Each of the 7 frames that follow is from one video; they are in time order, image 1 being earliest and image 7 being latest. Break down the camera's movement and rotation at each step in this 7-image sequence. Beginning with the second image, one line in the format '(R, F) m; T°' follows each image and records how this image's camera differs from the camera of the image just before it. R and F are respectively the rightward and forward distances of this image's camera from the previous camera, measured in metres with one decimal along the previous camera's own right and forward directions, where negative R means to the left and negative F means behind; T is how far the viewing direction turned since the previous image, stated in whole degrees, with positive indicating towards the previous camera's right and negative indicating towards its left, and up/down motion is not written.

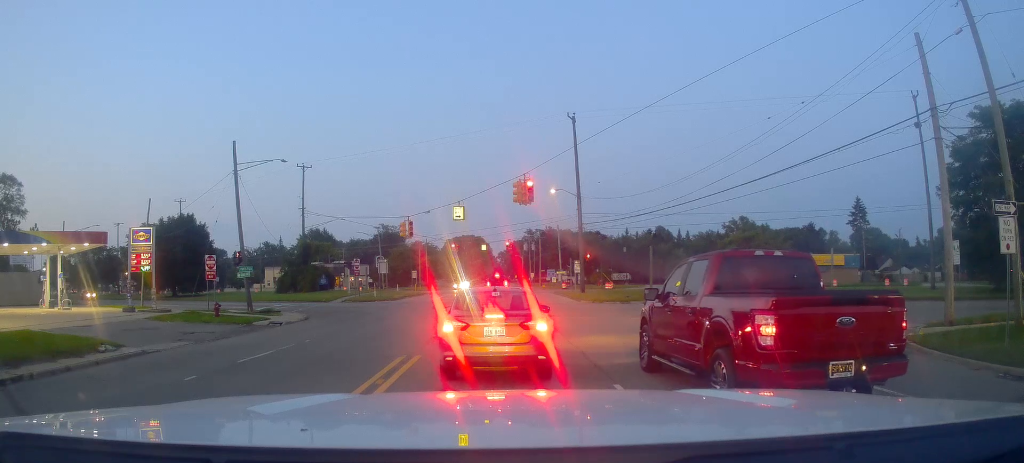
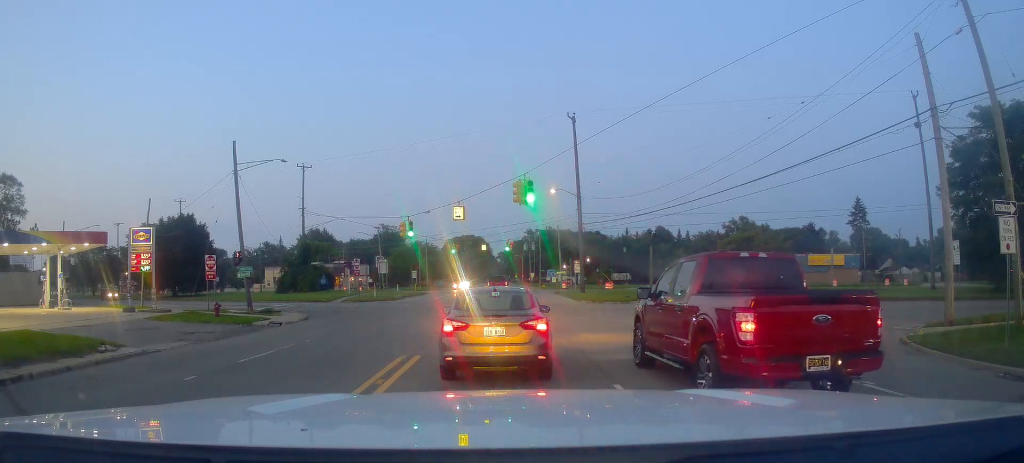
(0.0, 0.0) m; 0°
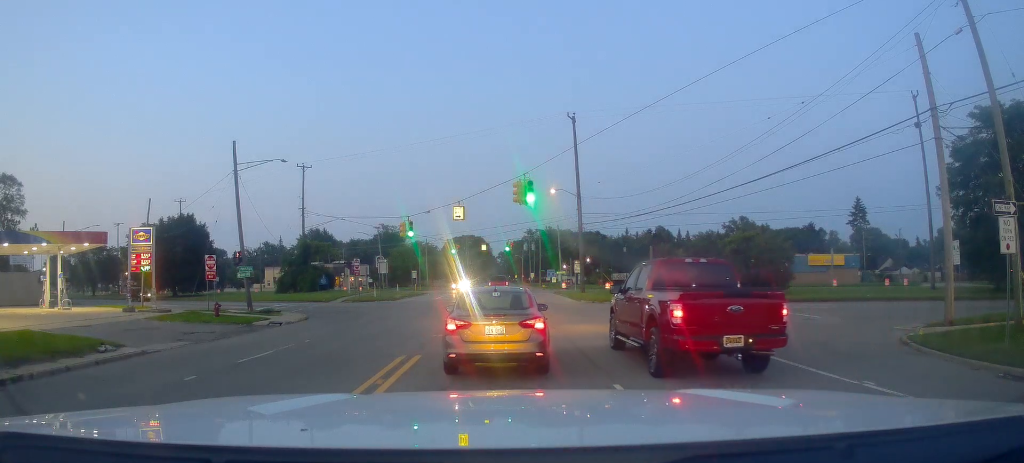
(0.0, 0.0) m; 0°
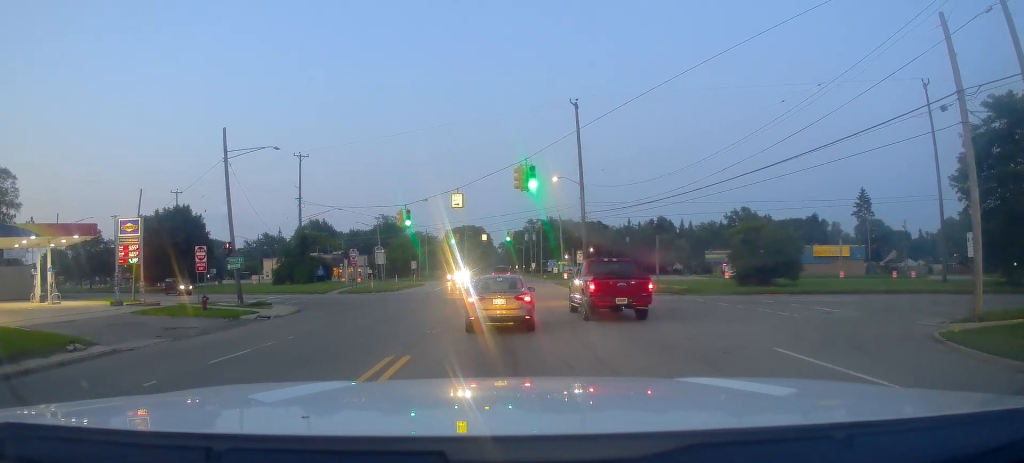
(0.0, +0.7) m; 0°
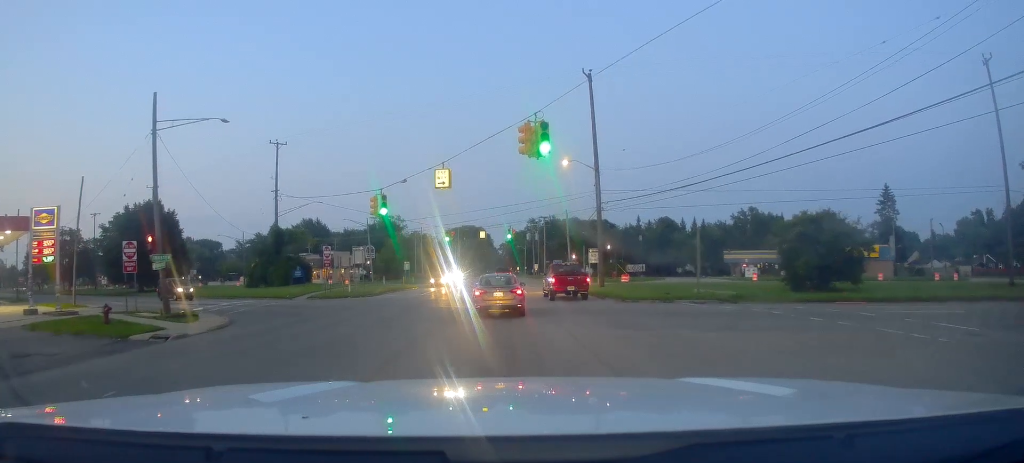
(-0.5, +6.5) m; -7°
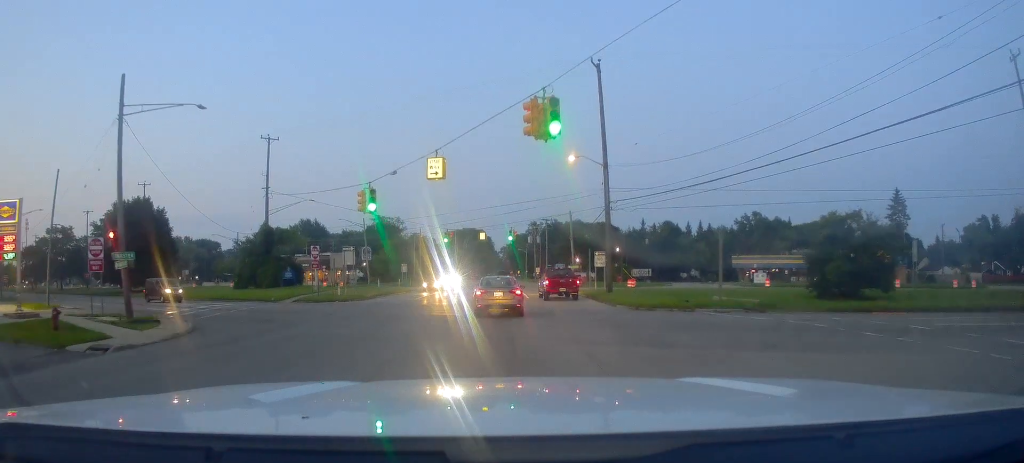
(-0.3, +2.8) m; +1°
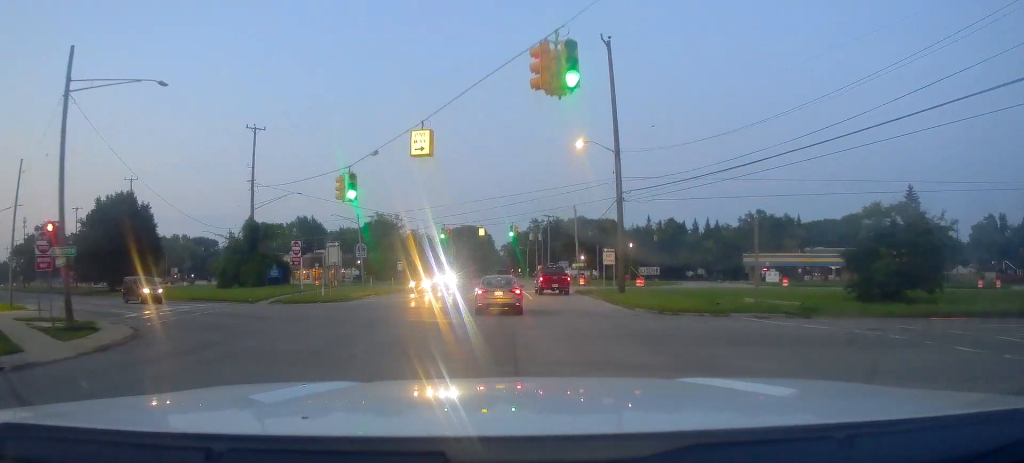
(+0.1, +3.6) m; +2°
